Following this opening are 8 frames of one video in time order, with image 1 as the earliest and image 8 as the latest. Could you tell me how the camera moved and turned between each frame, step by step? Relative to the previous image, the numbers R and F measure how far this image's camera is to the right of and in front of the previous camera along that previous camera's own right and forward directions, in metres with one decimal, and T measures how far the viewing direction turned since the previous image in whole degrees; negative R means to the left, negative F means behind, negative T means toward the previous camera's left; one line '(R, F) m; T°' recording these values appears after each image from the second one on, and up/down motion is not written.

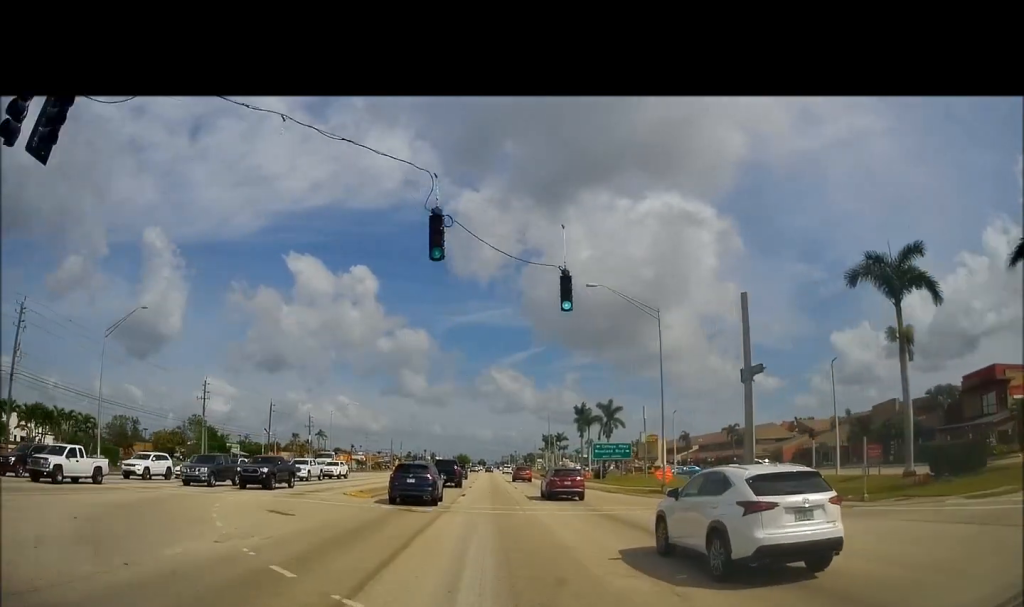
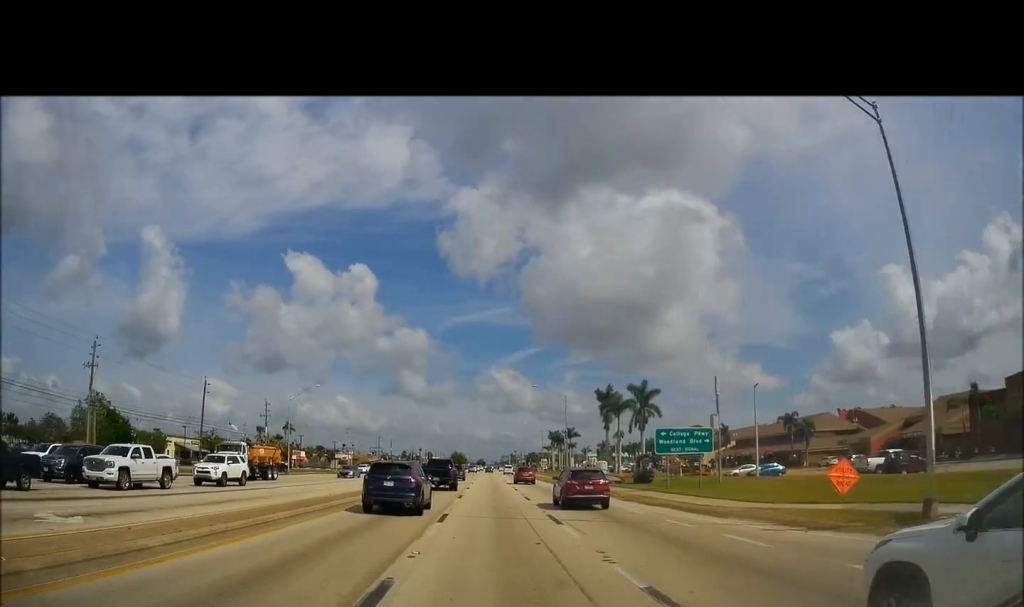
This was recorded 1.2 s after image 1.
(0.0, +25.9) m; 0°
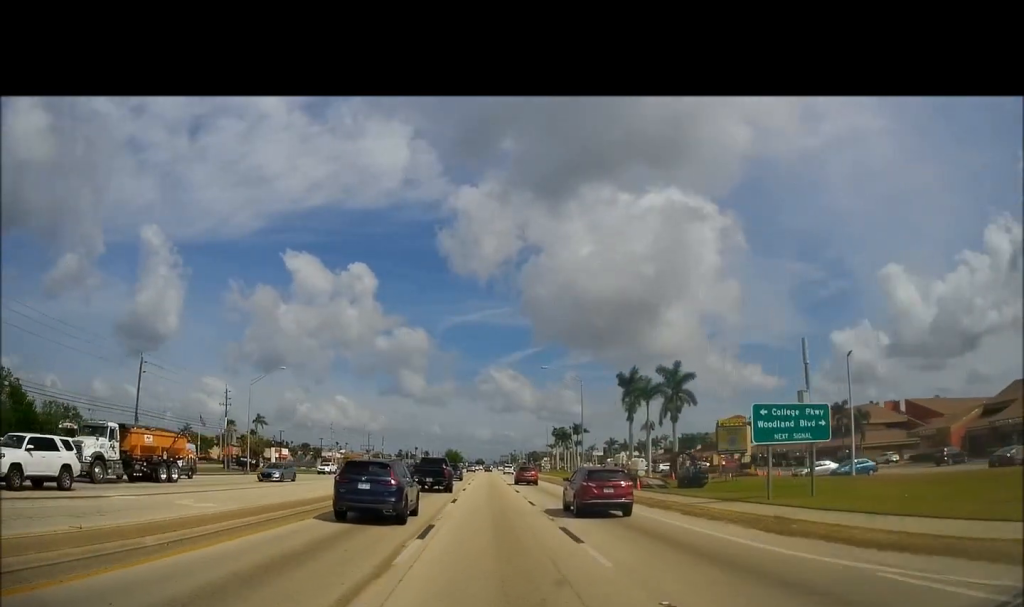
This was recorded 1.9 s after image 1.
(0.0, +16.4) m; 0°
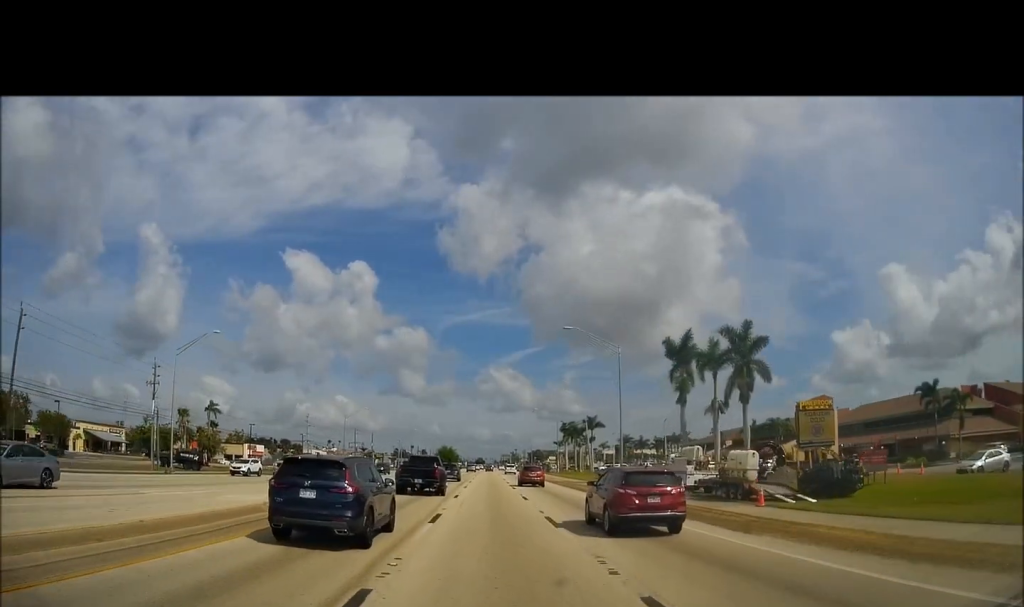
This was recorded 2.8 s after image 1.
(0.0, +21.0) m; 0°
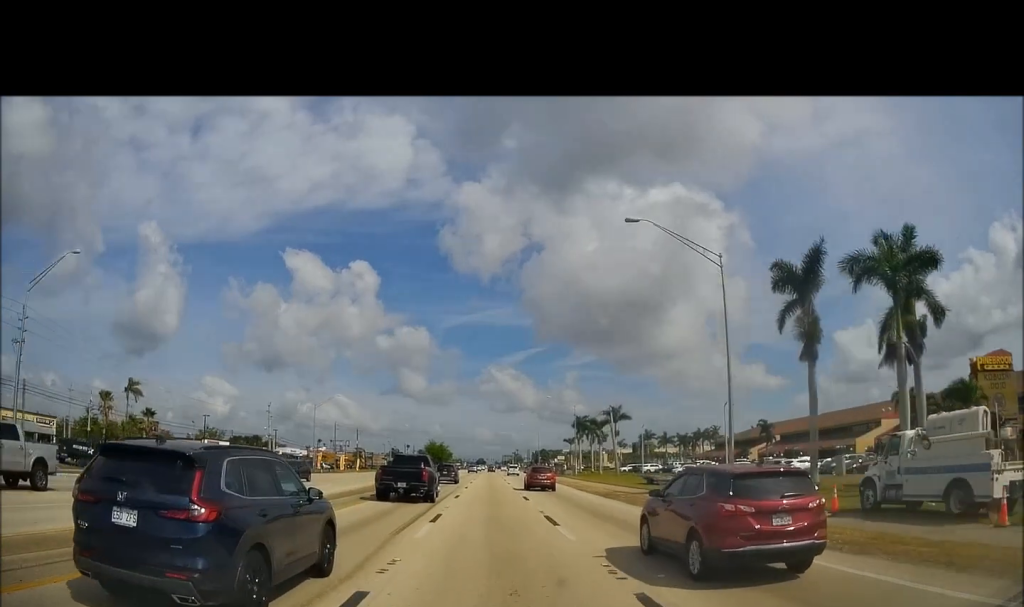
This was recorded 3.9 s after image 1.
(0.0, +24.3) m; -1°
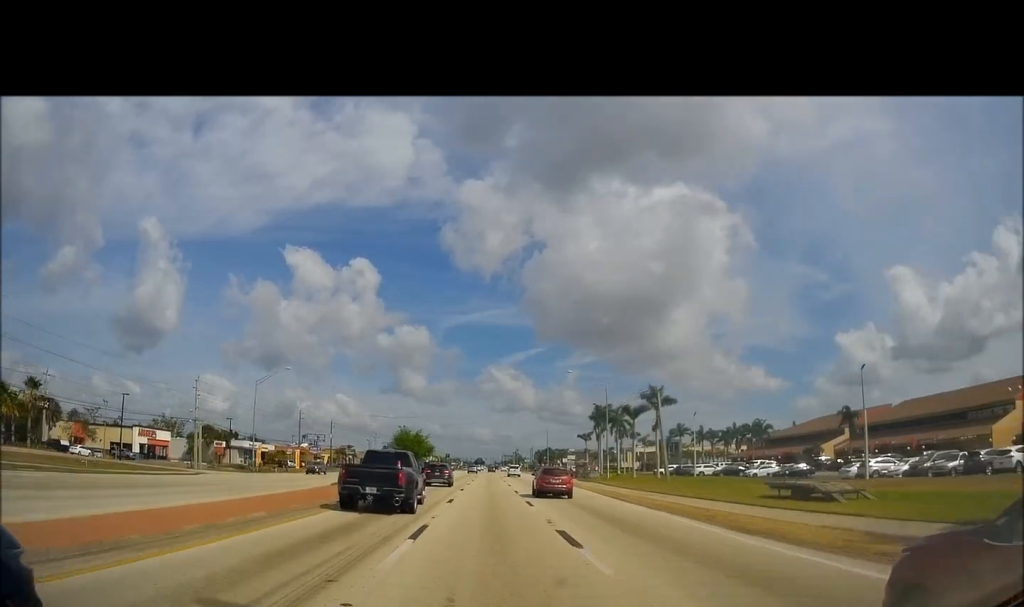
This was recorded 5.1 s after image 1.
(-0.4, +28.3) m; -1°
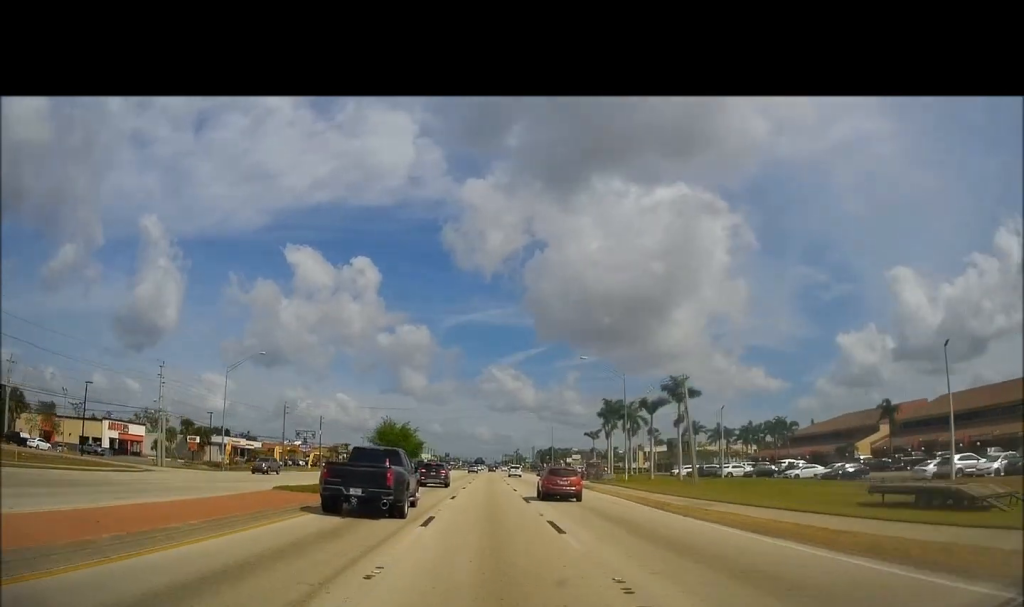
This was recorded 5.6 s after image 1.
(-0.1, +10.0) m; 0°
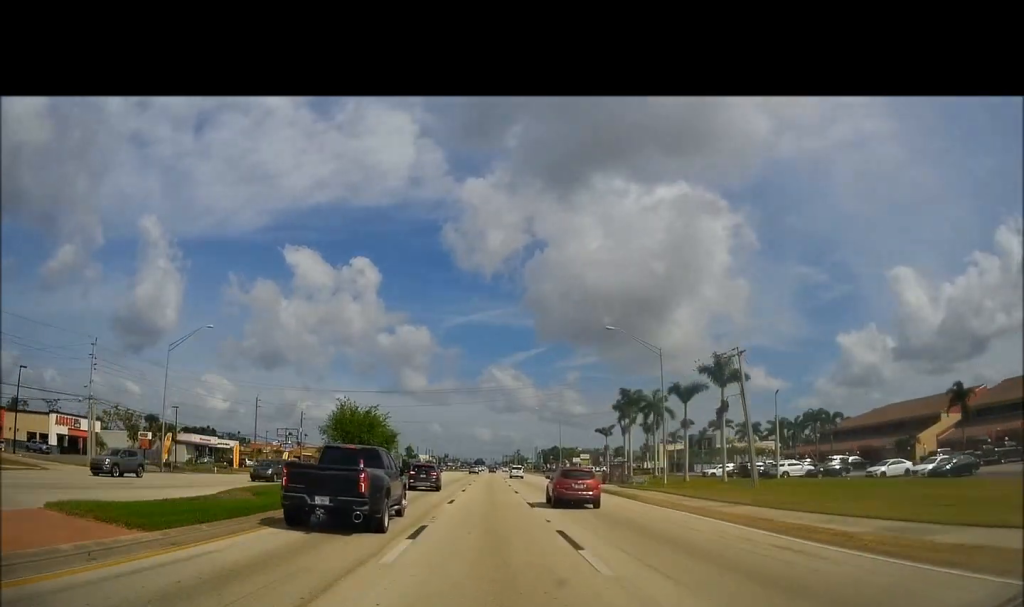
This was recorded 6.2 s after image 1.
(+0.3, +14.6) m; 0°
